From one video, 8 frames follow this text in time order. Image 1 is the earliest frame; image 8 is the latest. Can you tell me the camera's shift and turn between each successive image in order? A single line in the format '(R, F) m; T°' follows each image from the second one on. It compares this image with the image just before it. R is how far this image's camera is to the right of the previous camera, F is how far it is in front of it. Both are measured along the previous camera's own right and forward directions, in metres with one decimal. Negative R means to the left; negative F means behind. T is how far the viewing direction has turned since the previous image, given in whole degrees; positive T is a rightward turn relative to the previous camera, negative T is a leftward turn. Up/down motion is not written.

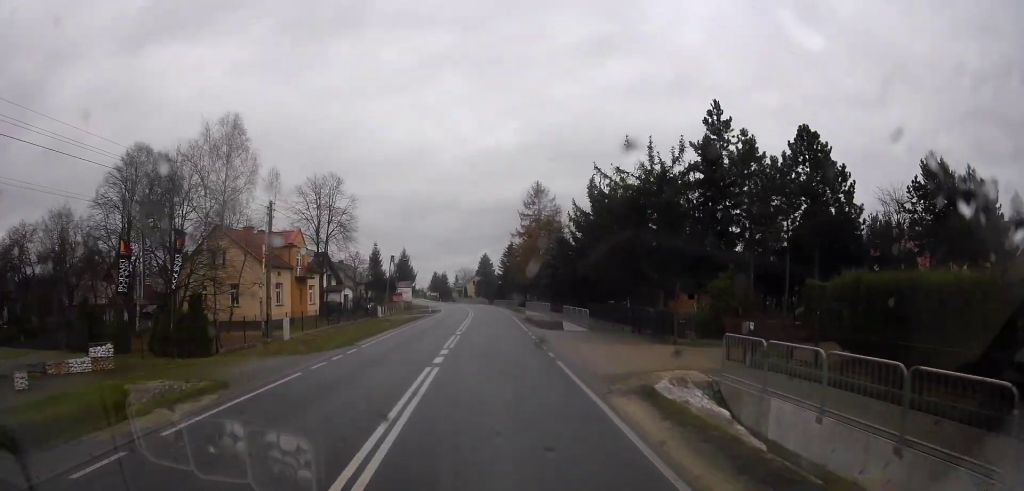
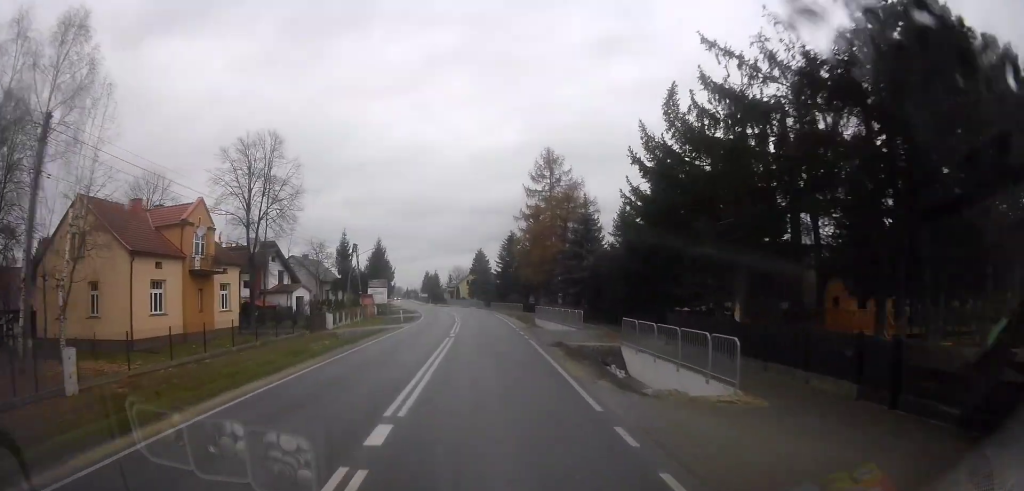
(-0.4, +17.2) m; +3°
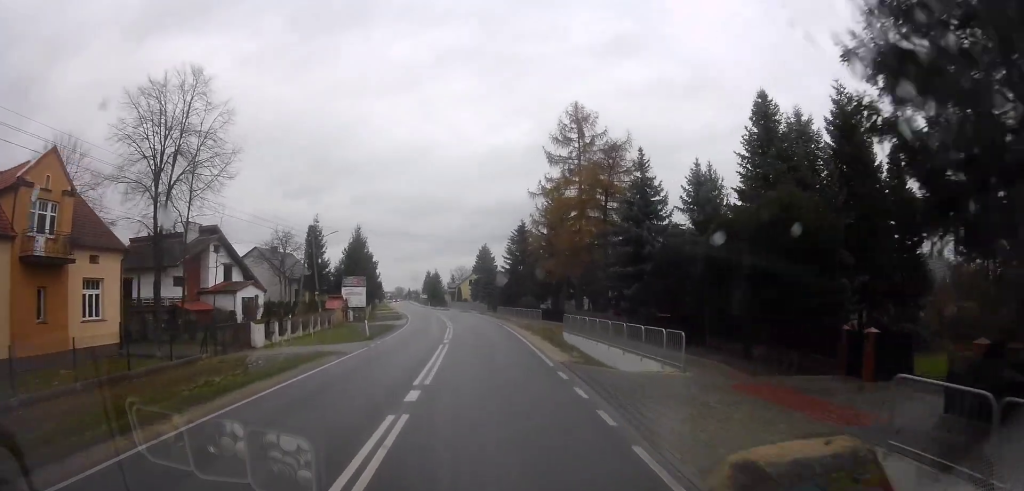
(+1.0, +14.1) m; +4°
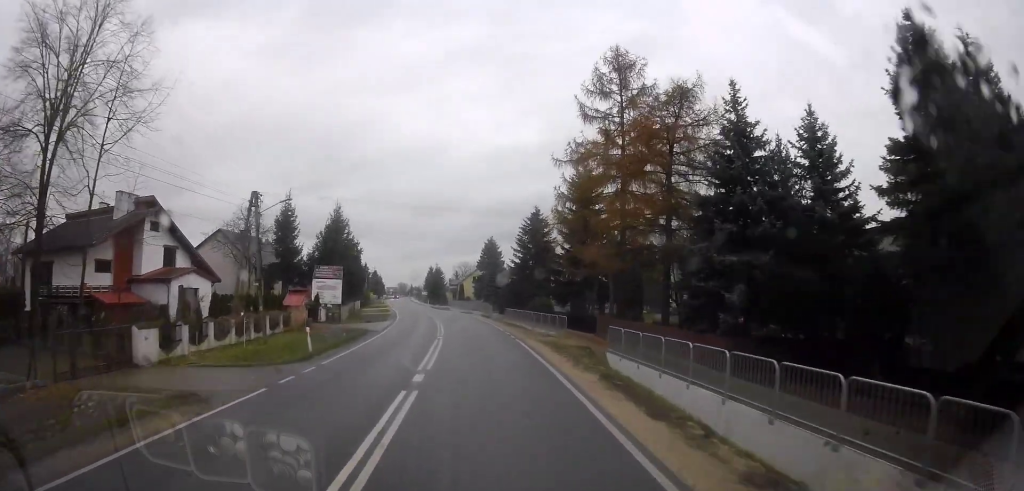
(0.0, +10.7) m; 0°
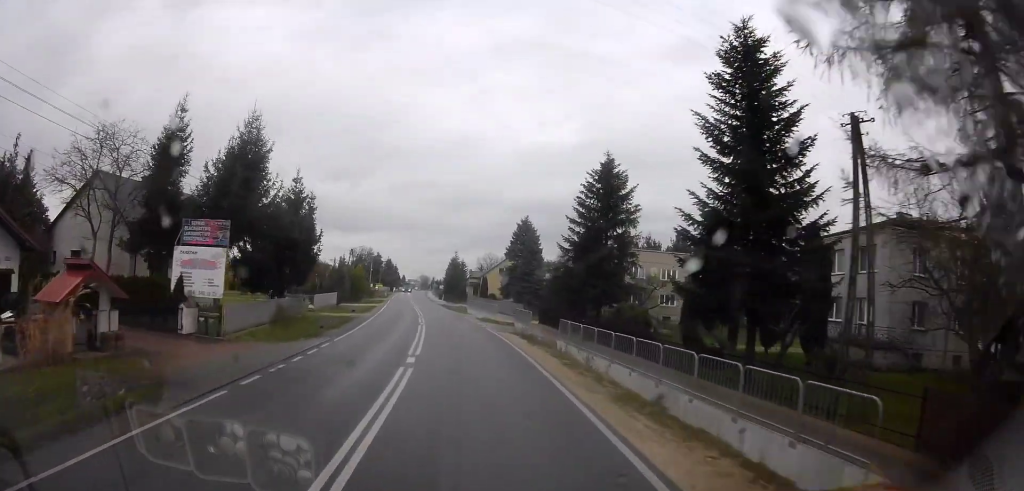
(-0.9, +22.5) m; -7°
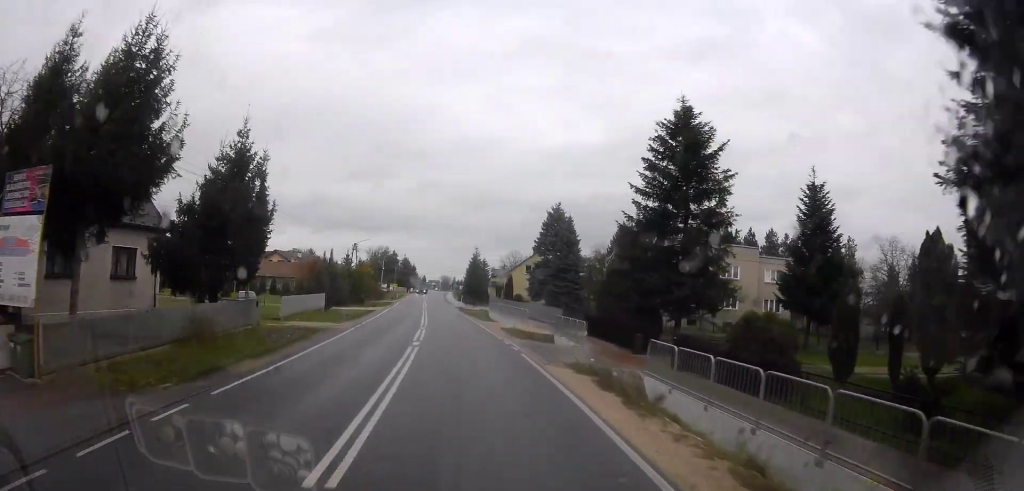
(-0.4, +10.8) m; -5°
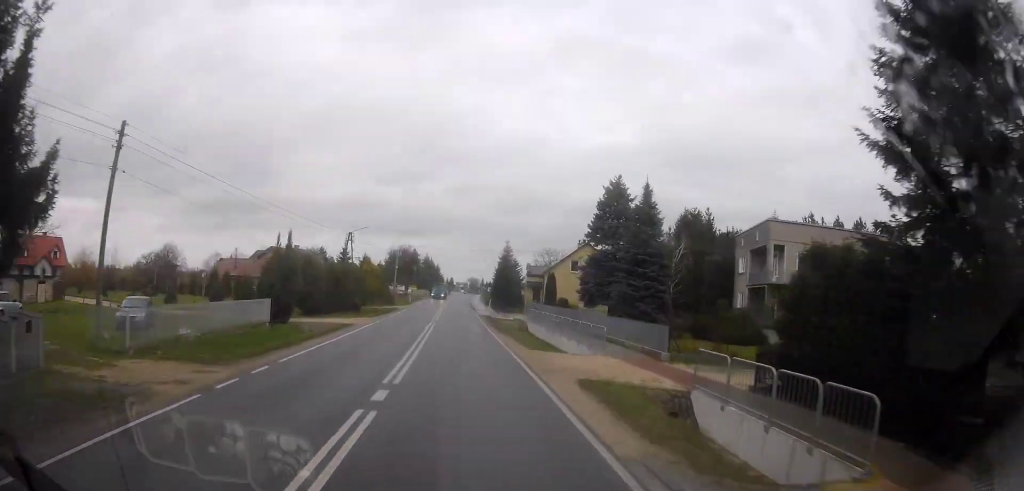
(-0.8, +16.0) m; -3°
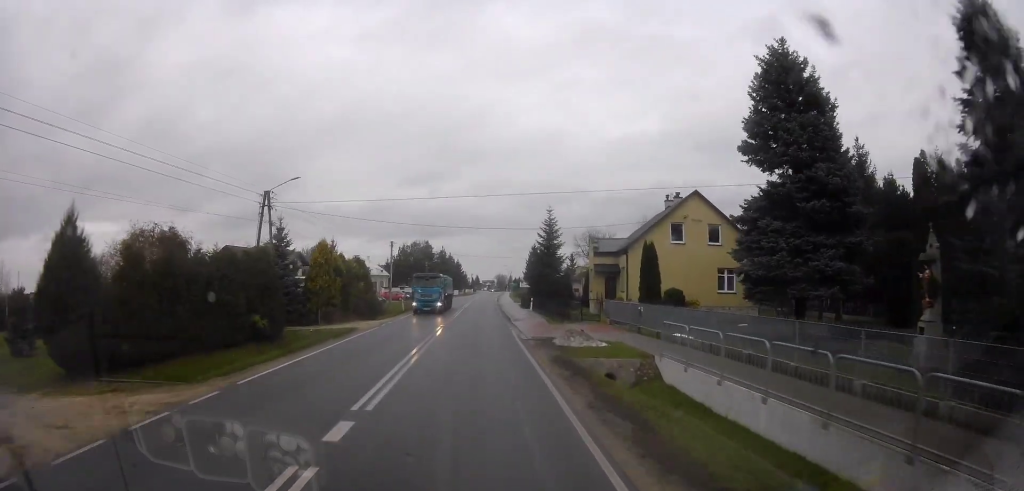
(0.0, +25.7) m; +3°
